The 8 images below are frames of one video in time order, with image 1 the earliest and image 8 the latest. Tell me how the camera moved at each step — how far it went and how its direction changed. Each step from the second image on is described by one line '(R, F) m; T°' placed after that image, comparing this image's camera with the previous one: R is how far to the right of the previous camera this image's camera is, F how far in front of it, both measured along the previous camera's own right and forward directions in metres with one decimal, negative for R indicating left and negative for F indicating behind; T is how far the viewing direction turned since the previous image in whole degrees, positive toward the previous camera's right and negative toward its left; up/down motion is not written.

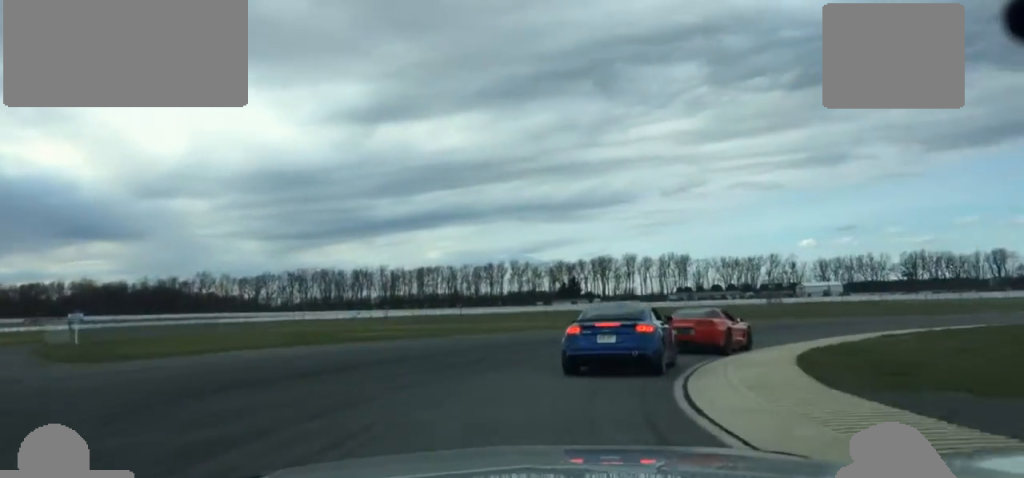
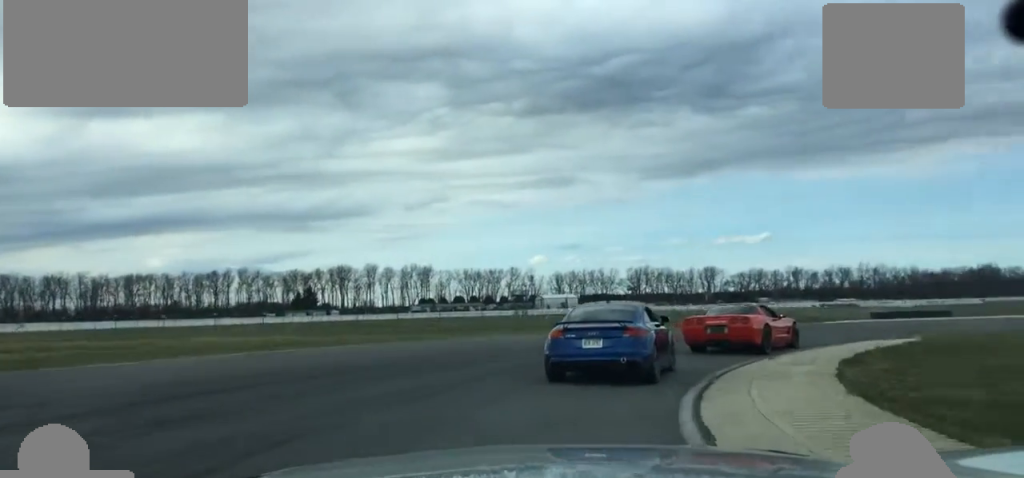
(+1.8, +15.3) m; +18°
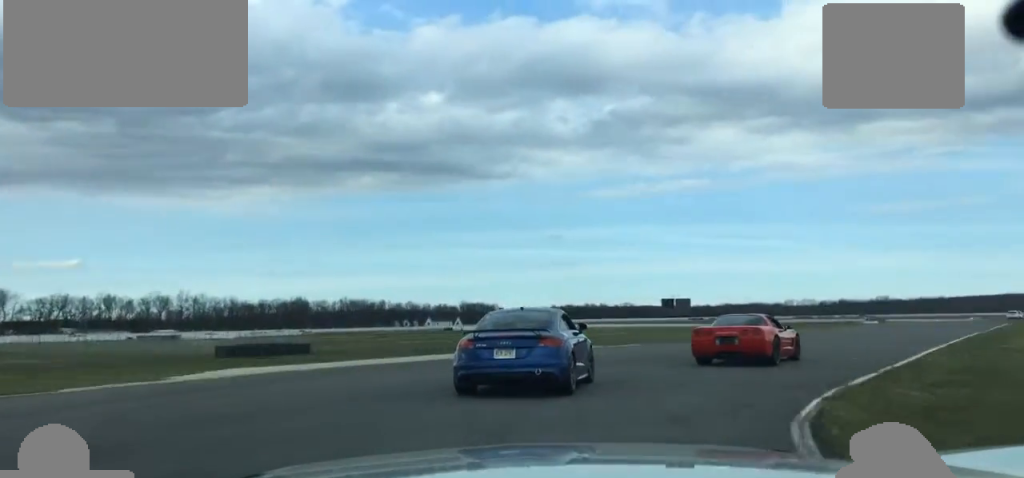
(+11.7, +23.9) m; +51°
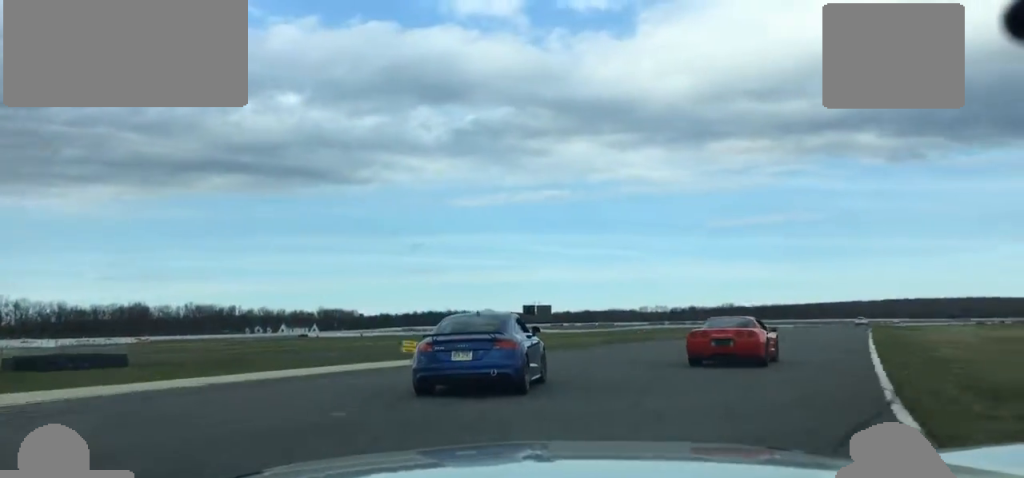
(+0.7, +7.3) m; +4°
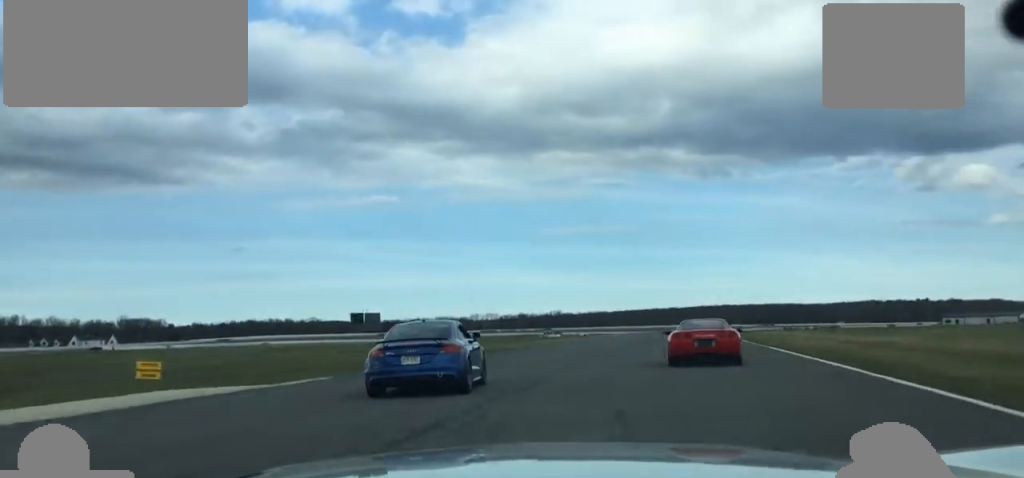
(+0.6, +11.9) m; +7°
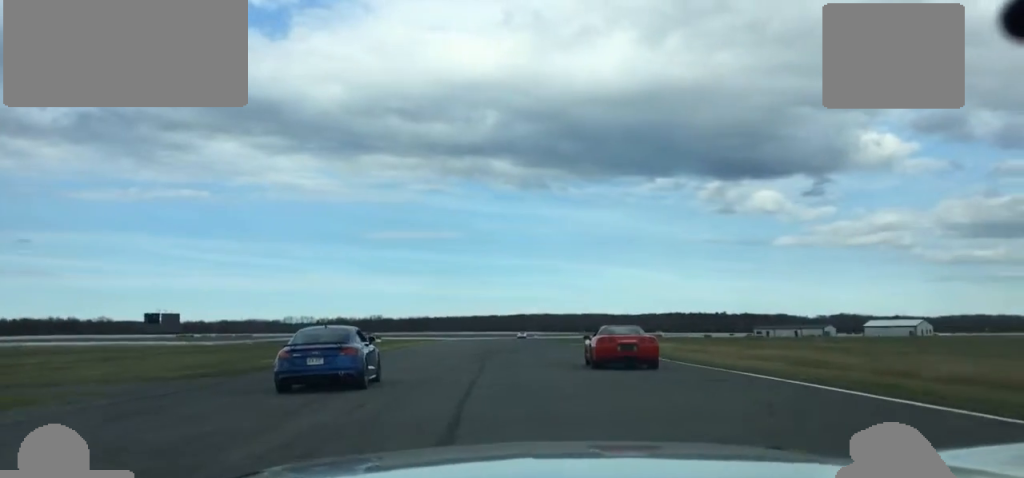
(+0.7, +17.7) m; +12°
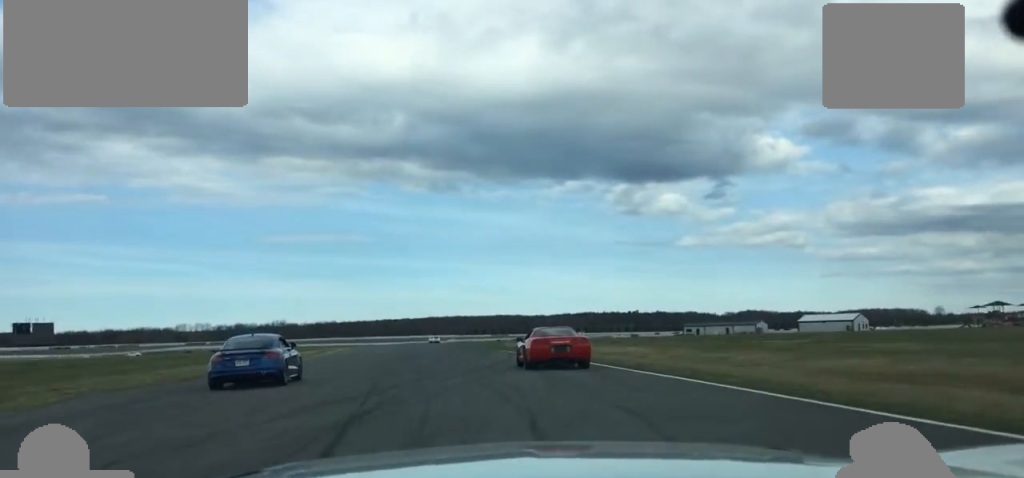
(+3.7, +24.0) m; +9°
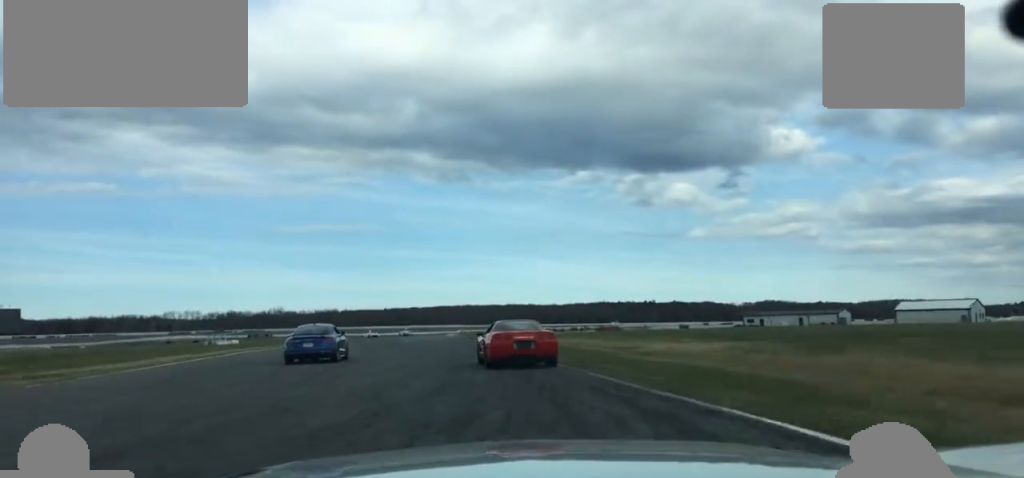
(0.0, +47.4) m; -2°
